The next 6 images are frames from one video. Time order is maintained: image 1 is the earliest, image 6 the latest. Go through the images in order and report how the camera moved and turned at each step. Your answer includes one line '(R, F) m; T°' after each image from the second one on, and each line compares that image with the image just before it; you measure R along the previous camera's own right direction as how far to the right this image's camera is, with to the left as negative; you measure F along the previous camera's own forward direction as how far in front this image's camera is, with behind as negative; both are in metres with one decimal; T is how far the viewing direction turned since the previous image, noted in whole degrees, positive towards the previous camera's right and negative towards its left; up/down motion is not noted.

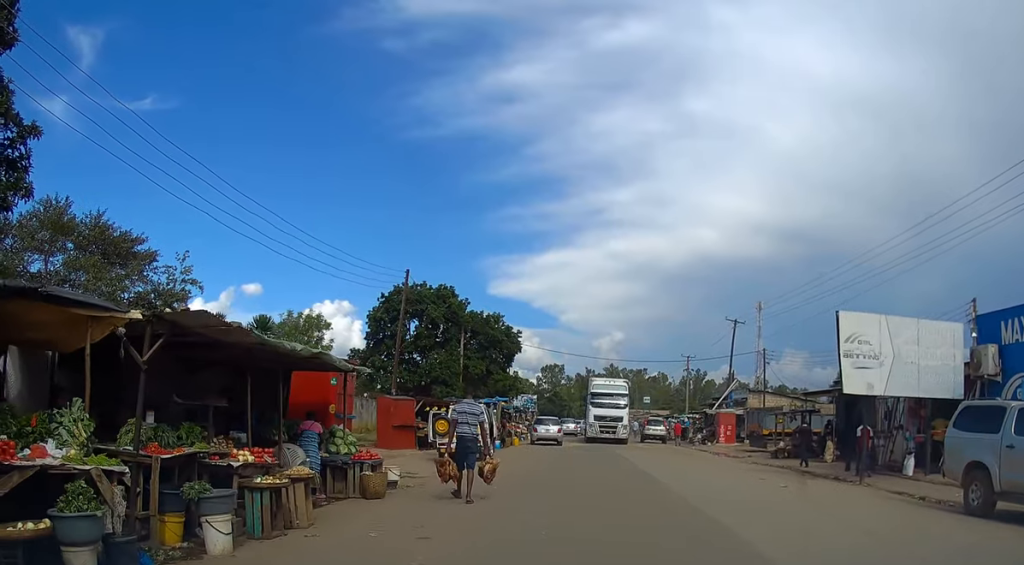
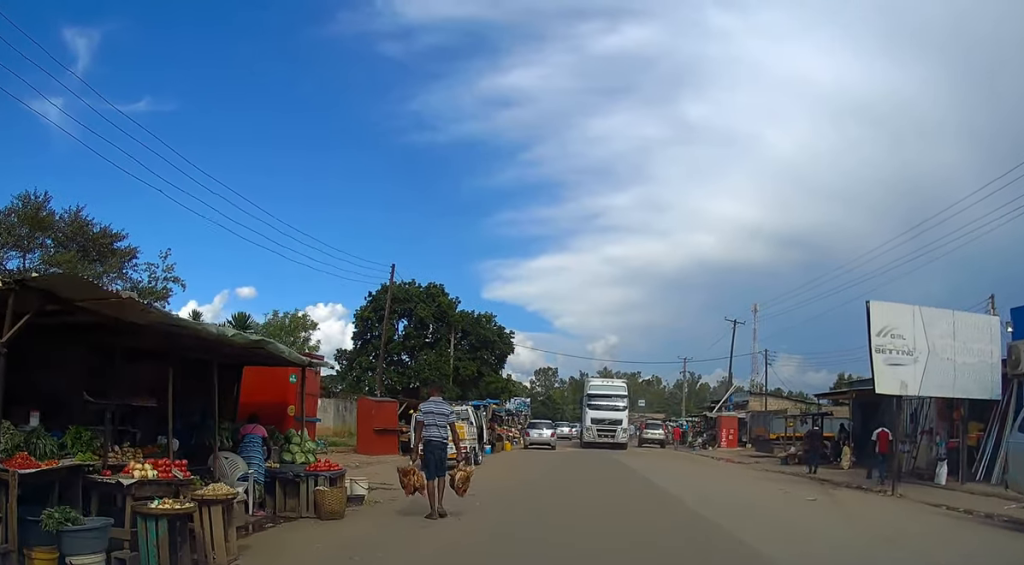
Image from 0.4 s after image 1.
(0.0, +2.2) m; 0°
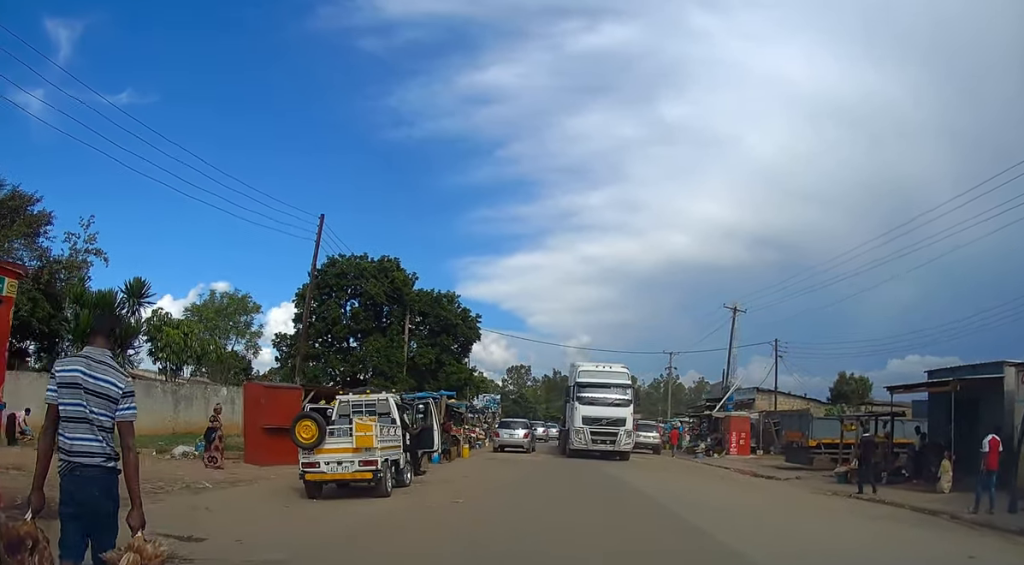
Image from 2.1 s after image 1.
(+0.2, +8.0) m; +3°
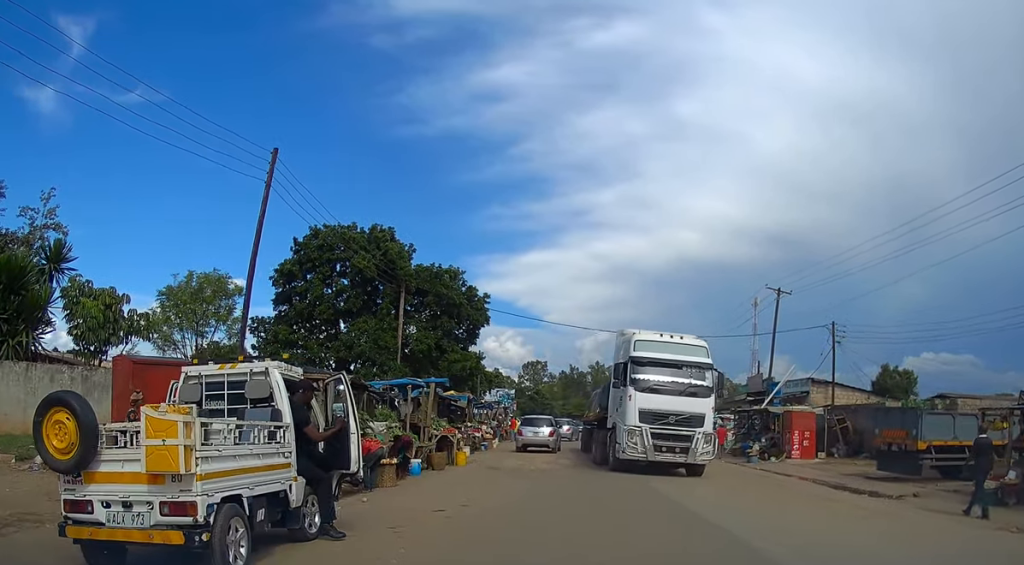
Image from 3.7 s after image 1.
(+0.1, +6.8) m; -1°
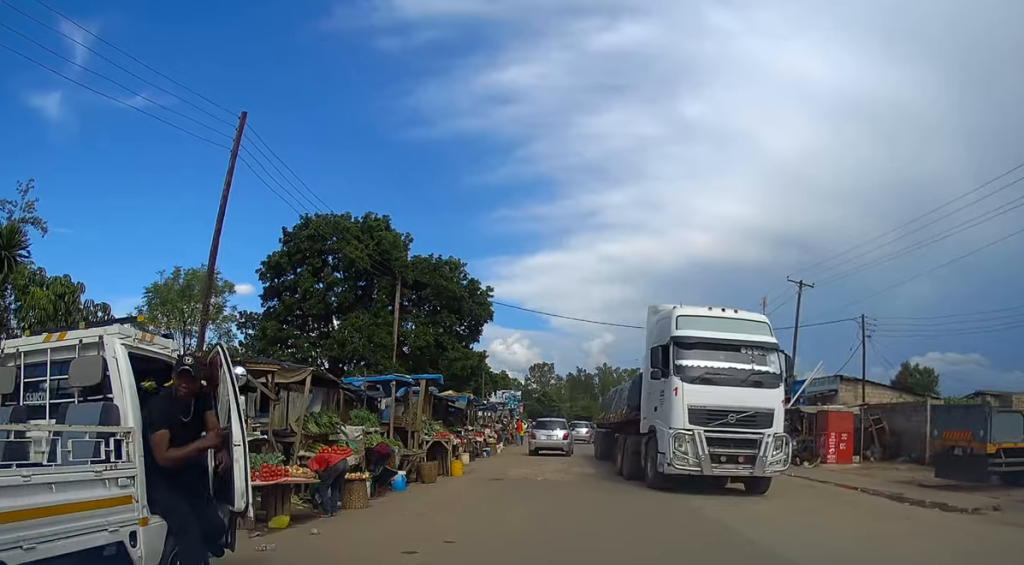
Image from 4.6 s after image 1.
(-0.1, +3.1) m; -1°
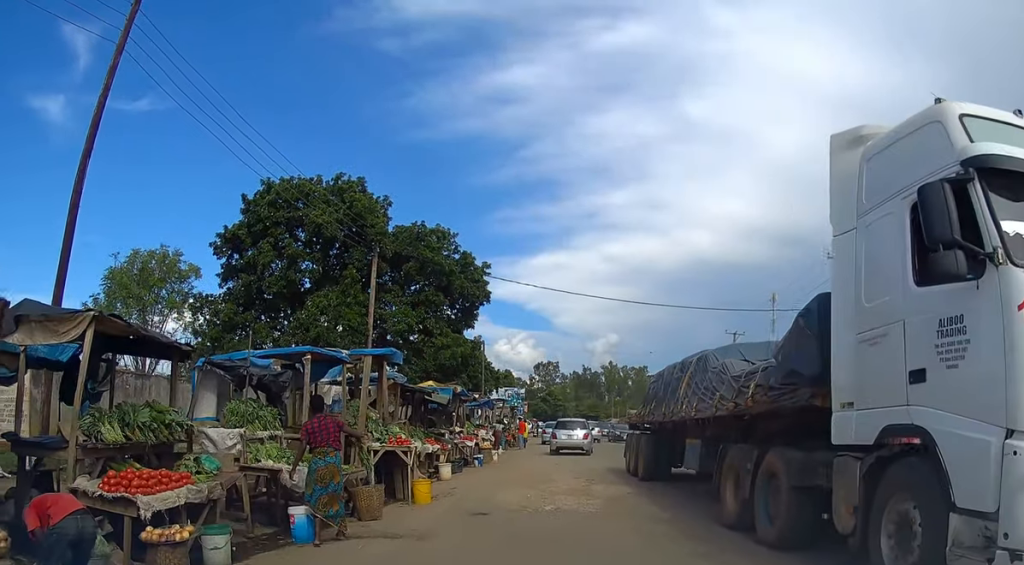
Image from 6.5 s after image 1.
(+0.1, +6.1) m; 0°
